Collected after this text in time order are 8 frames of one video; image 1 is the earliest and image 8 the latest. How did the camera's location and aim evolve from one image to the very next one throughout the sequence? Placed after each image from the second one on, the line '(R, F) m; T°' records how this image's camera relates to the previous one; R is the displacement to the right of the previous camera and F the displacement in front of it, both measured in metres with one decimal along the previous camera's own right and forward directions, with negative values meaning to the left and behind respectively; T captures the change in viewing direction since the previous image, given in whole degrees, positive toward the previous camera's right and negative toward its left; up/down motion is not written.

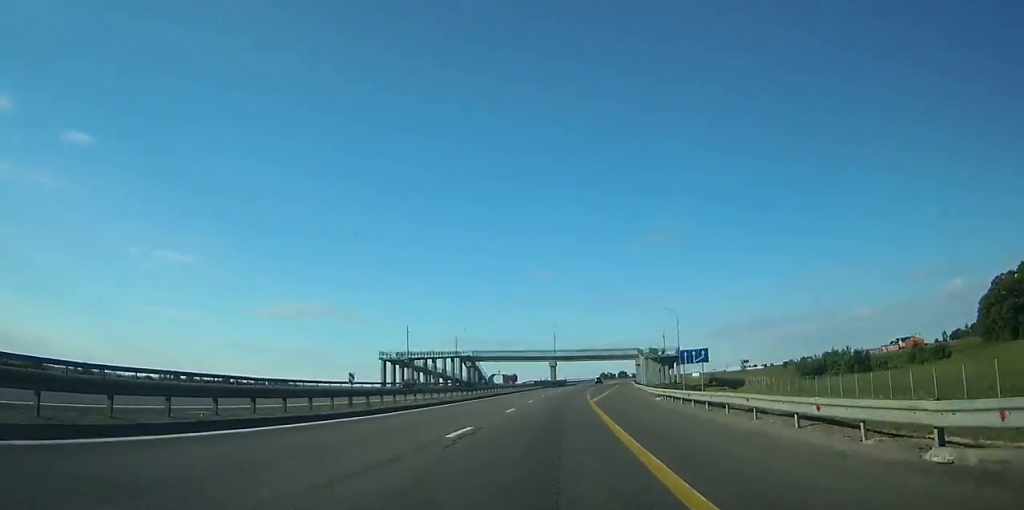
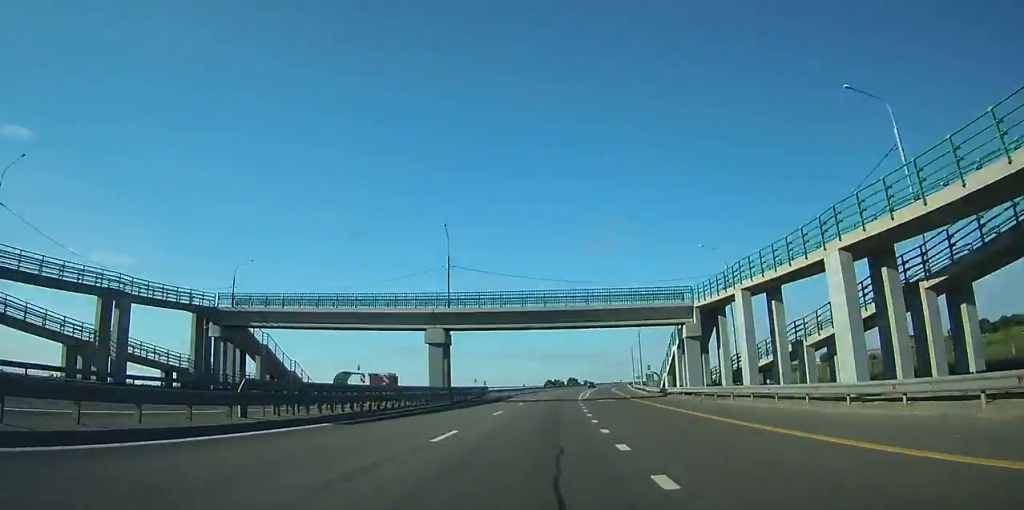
(+3.4, +78.3) m; +5°
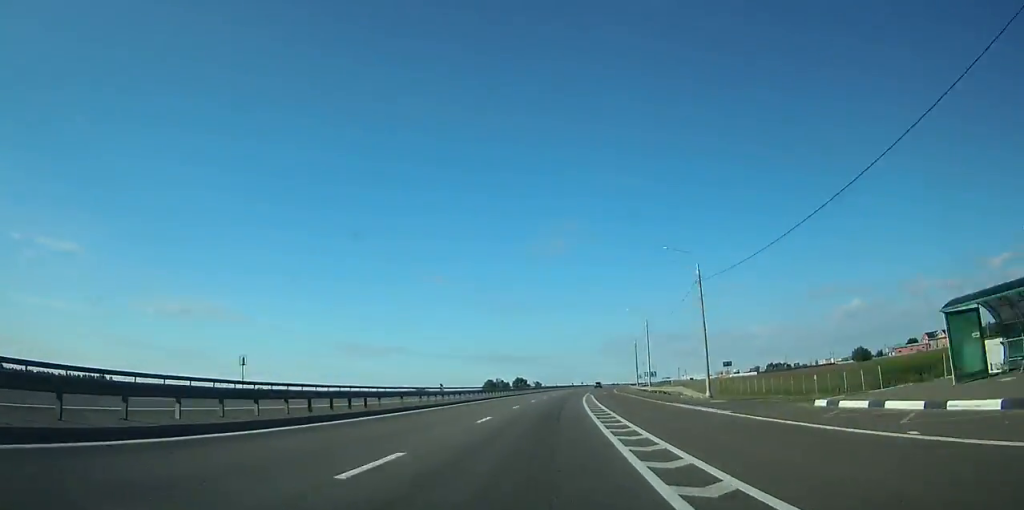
(+4.2, +92.9) m; +5°
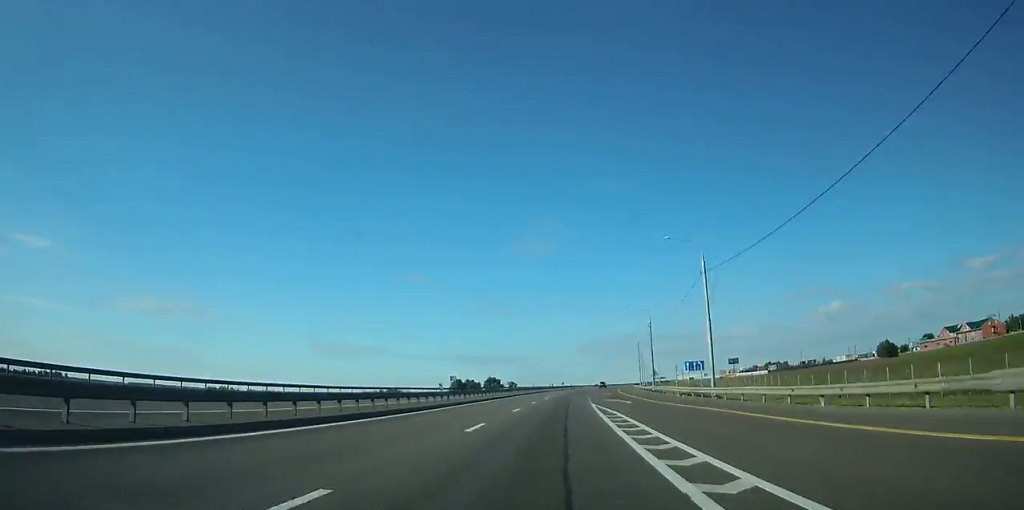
(-0.4, +40.4) m; +2°
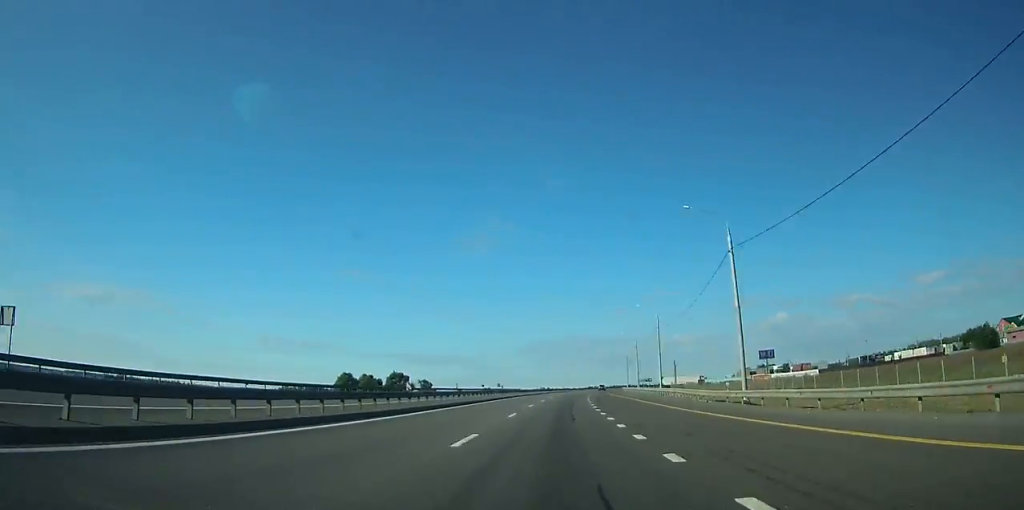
(+4.5, +89.4) m; +5°
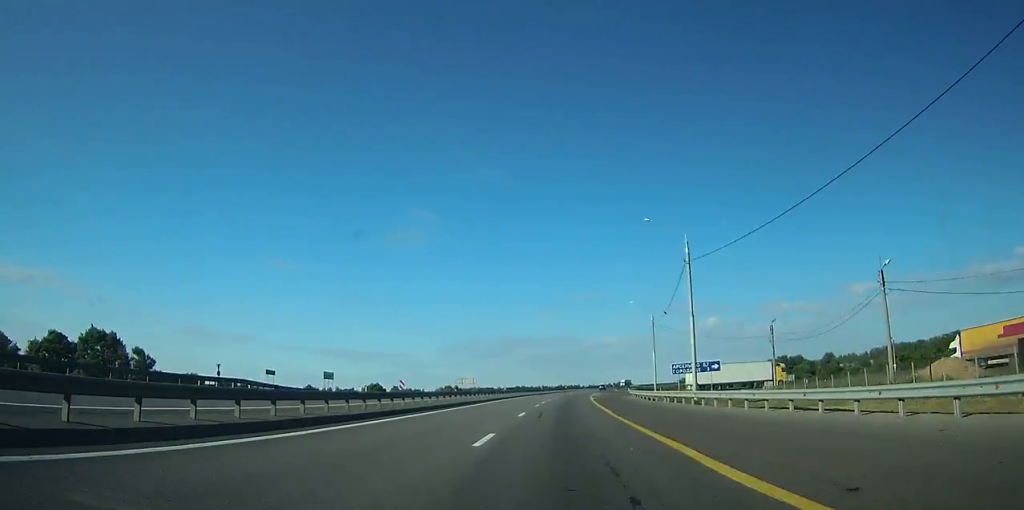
(+8.3, +127.4) m; +7°
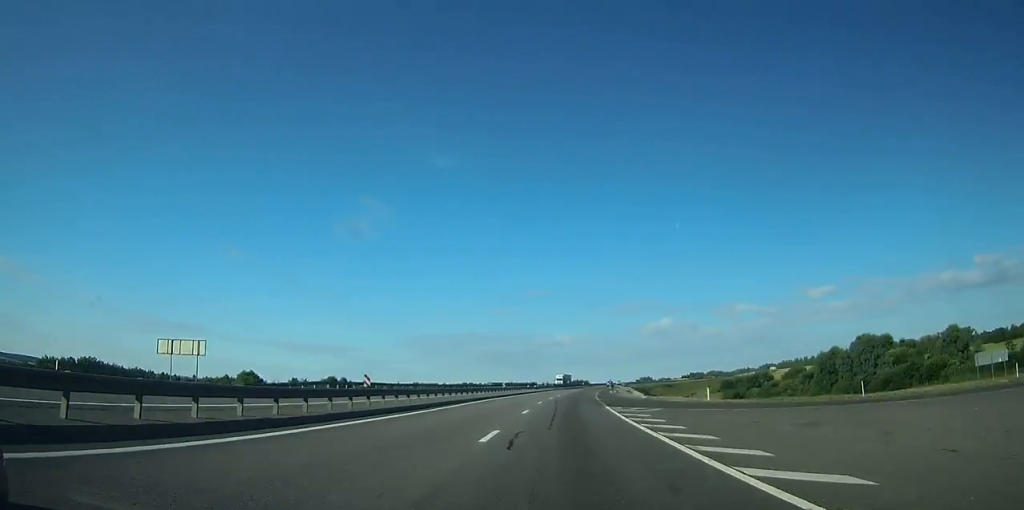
(+3.8, +92.1) m; +5°
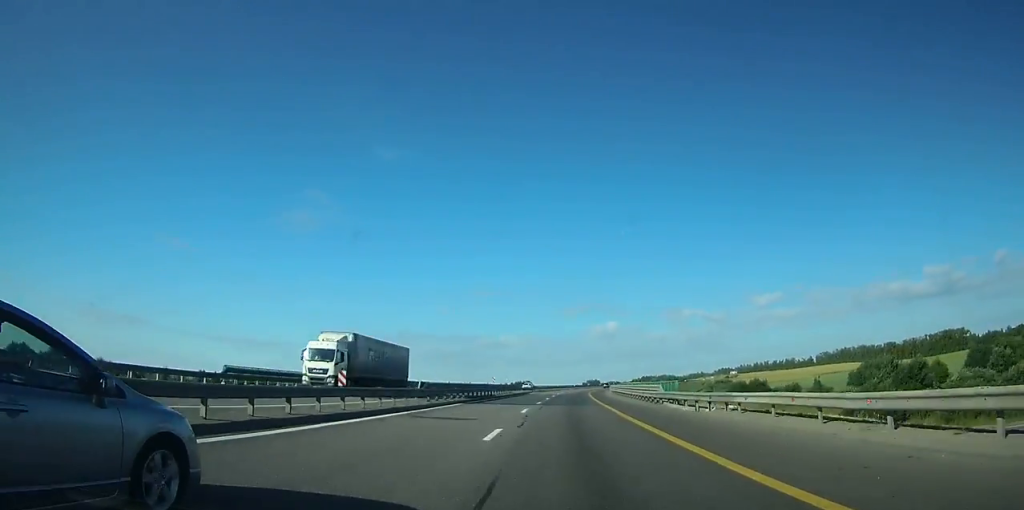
(+3.4, +85.1) m; +5°
